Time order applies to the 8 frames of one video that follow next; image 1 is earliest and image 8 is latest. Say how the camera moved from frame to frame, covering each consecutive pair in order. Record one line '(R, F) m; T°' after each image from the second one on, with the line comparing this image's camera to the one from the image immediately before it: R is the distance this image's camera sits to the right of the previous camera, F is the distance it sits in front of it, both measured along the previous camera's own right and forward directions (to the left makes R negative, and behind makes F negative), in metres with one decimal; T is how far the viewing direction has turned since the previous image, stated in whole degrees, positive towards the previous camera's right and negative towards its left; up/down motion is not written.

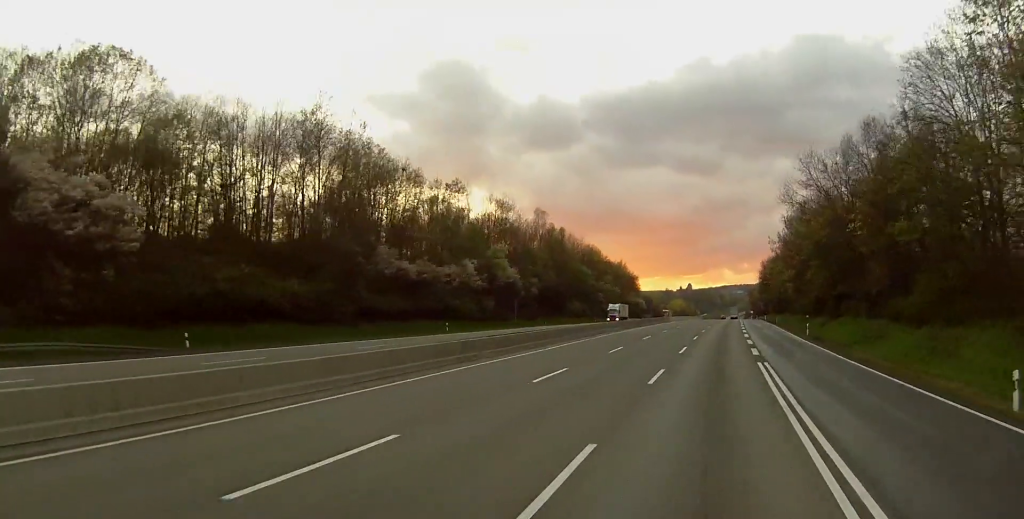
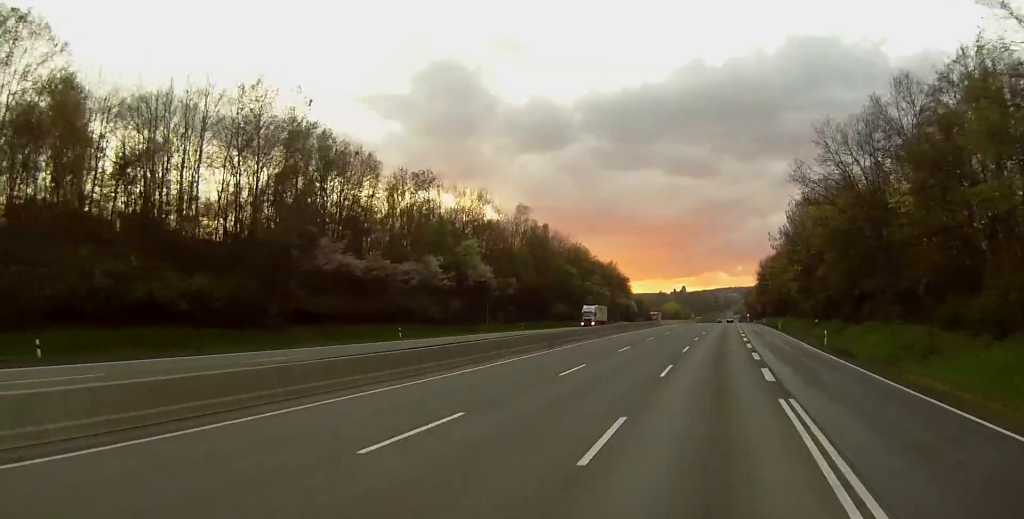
(+0.1, +13.7) m; +1°
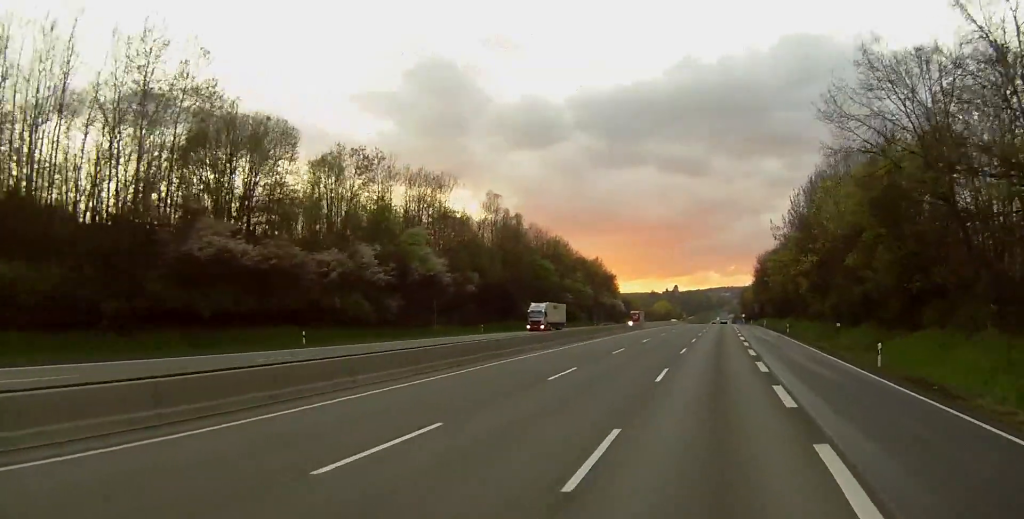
(+0.3, +19.8) m; +1°
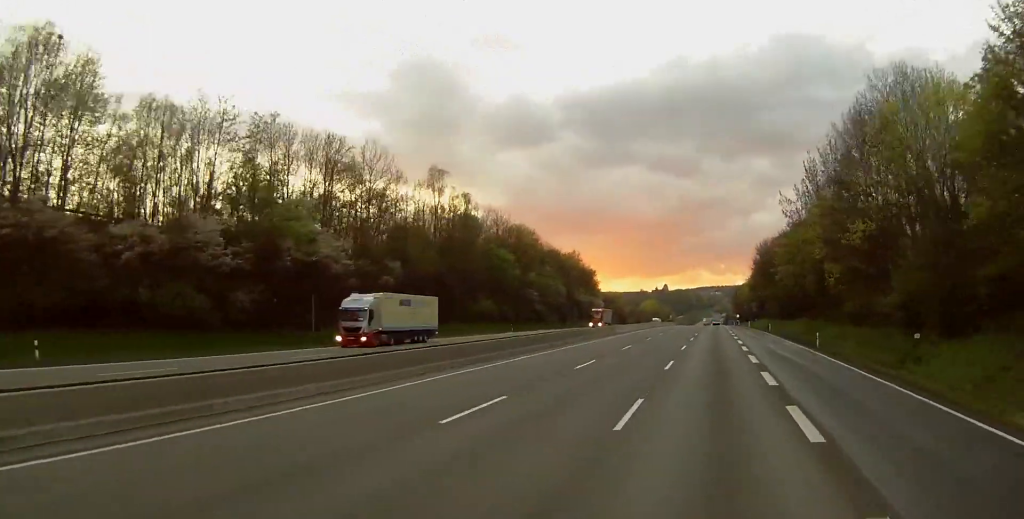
(+0.3, +29.8) m; +1°
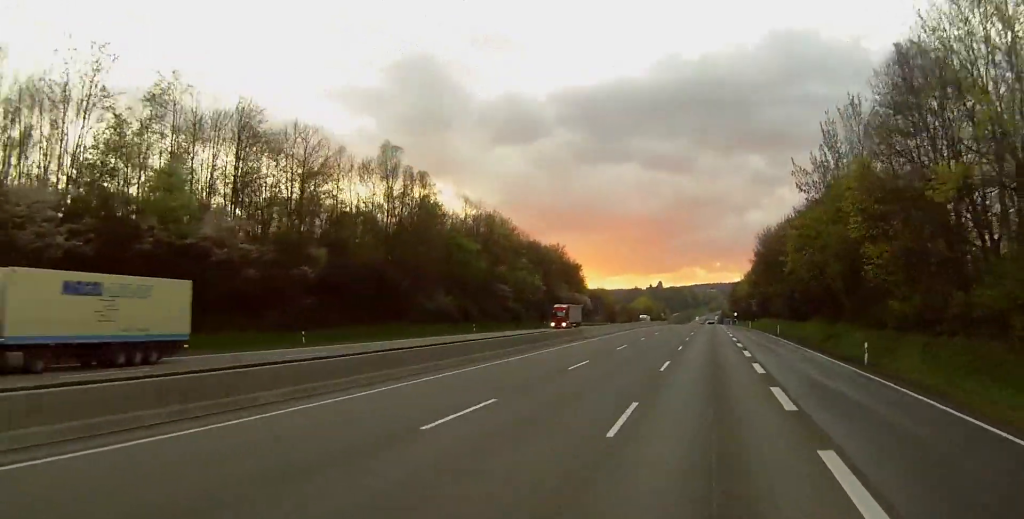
(0.0, +19.1) m; 0°
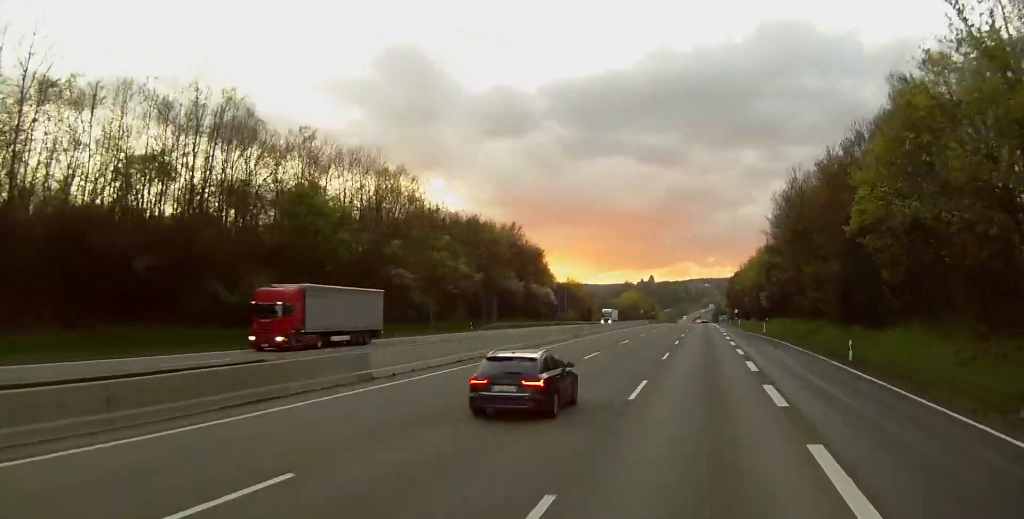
(-0.1, +47.4) m; 0°
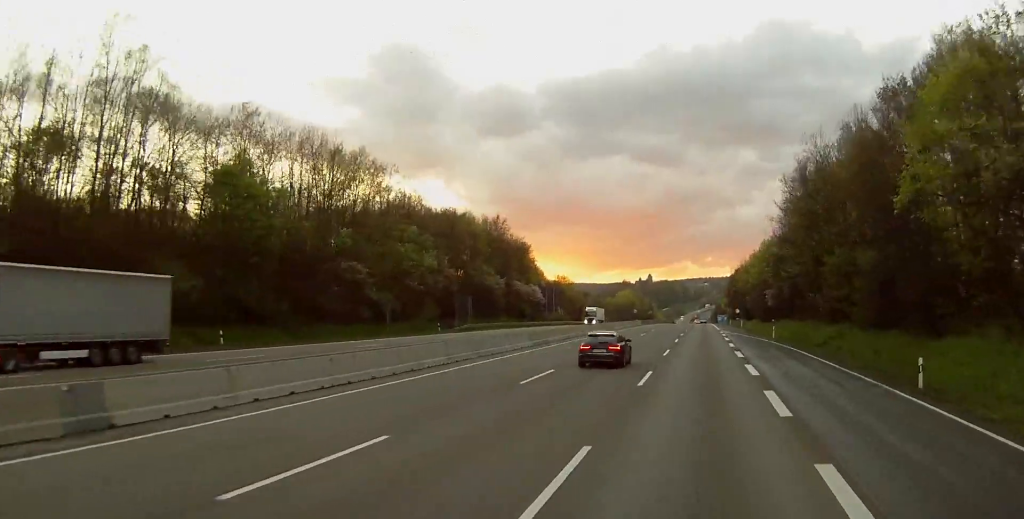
(0.0, +13.8) m; 0°
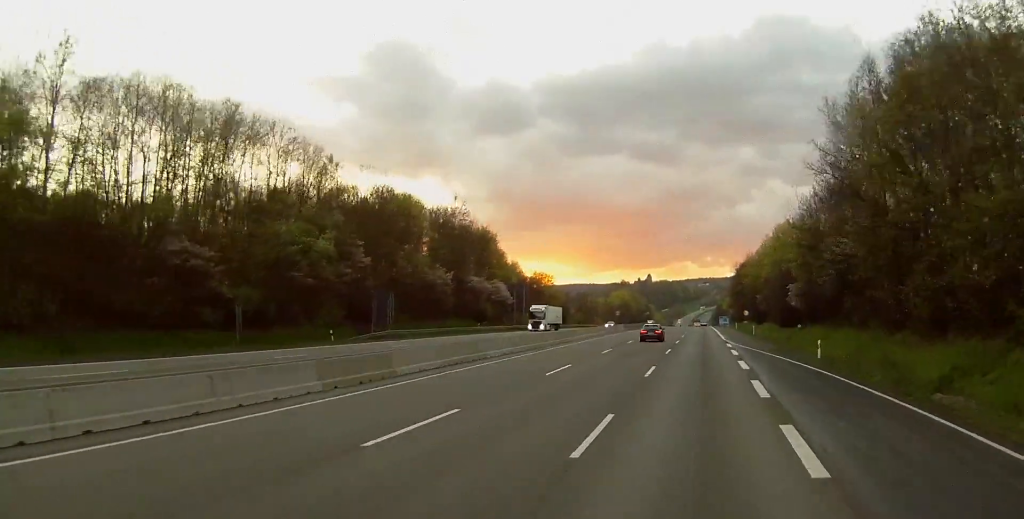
(0.0, +30.8) m; 0°
